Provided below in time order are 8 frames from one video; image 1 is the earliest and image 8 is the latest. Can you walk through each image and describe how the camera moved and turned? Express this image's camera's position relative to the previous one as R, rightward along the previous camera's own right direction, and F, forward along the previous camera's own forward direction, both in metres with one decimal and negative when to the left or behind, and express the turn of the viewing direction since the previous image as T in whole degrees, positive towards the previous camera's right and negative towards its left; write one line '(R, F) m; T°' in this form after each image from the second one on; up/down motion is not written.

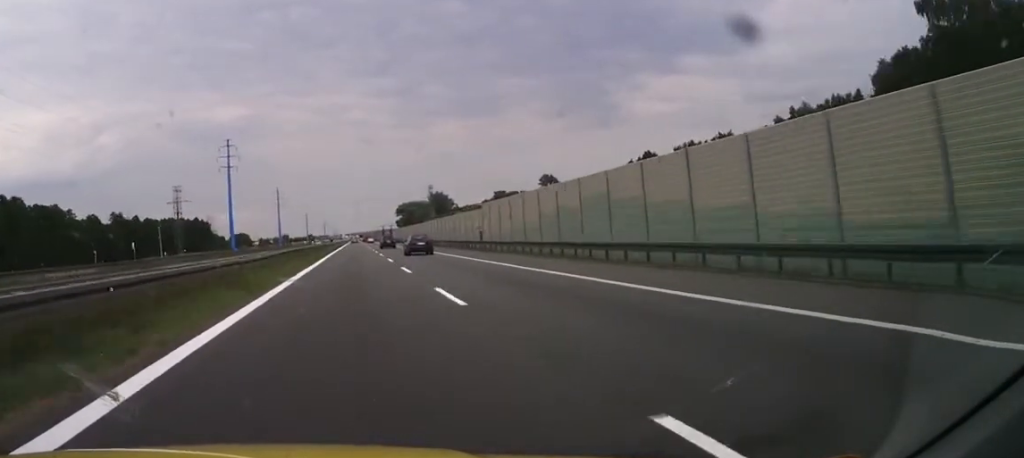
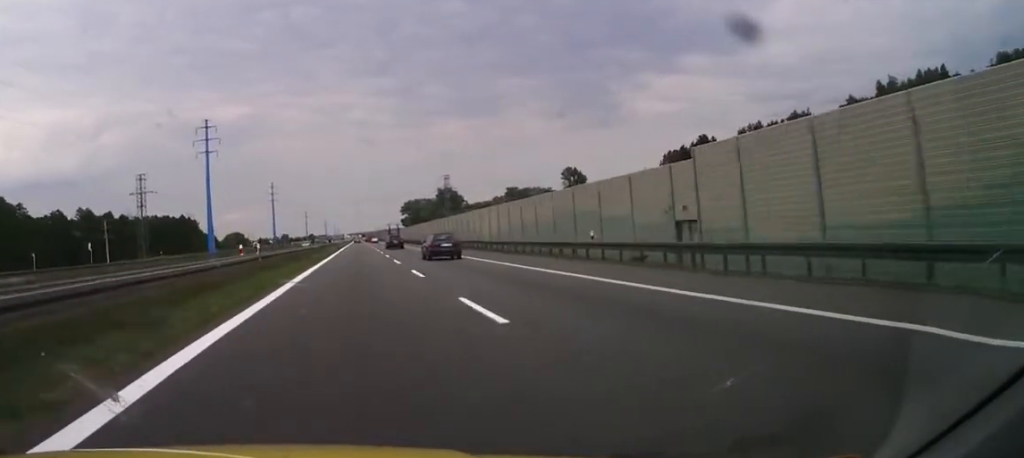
(0.0, +38.1) m; 0°
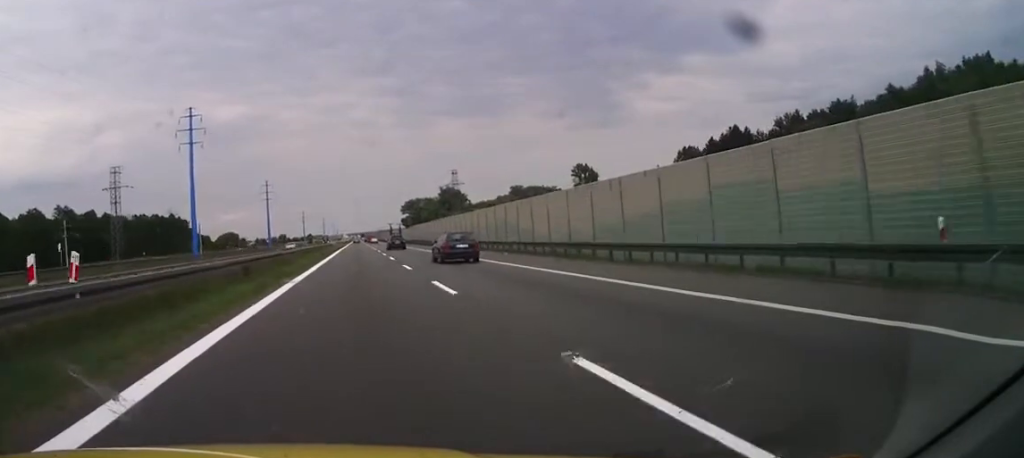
(+0.1, +18.5) m; 0°
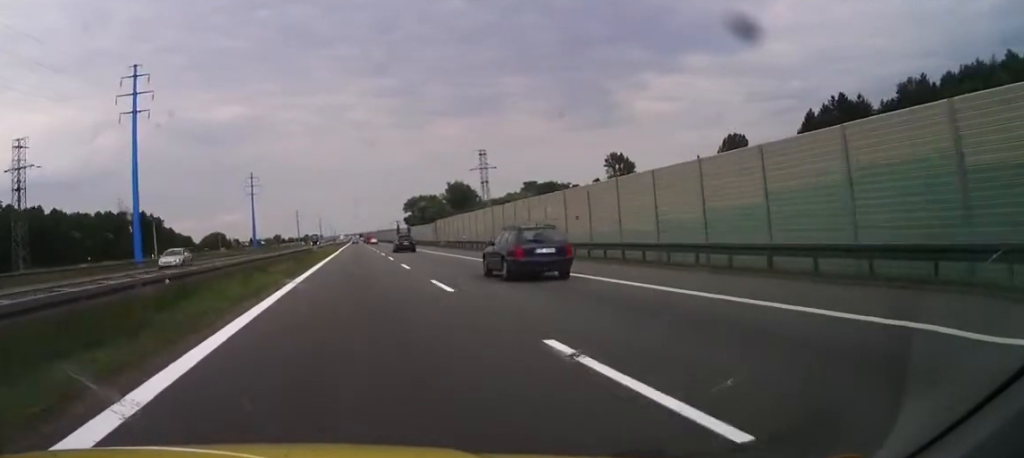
(-0.6, +46.5) m; 0°
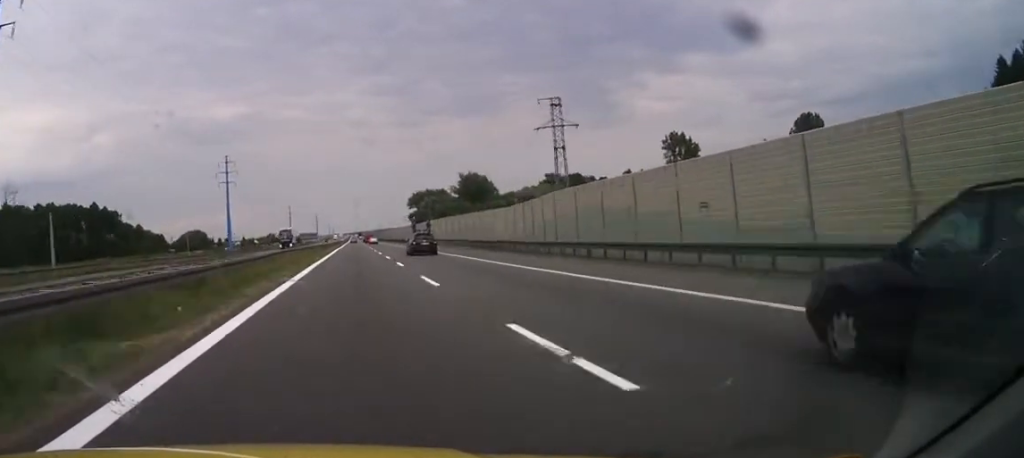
(+0.8, +57.5) m; +1°
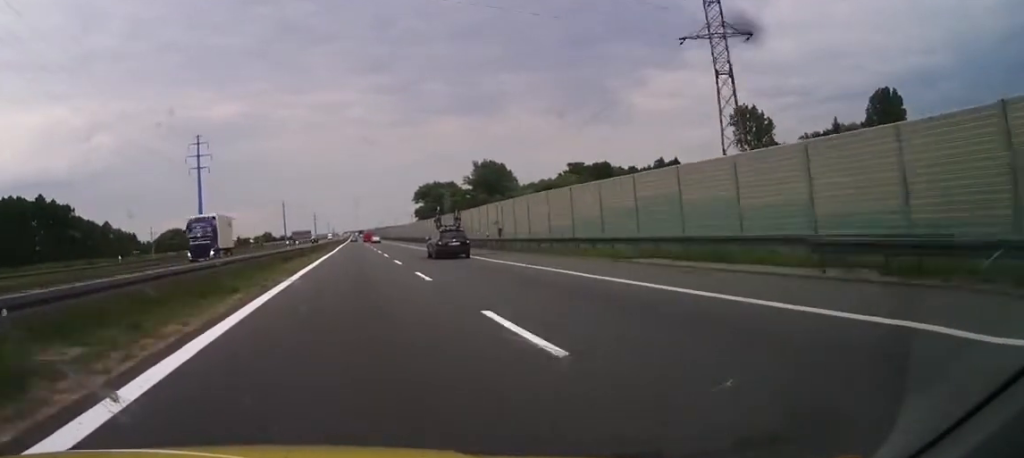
(0.0, +45.8) m; 0°
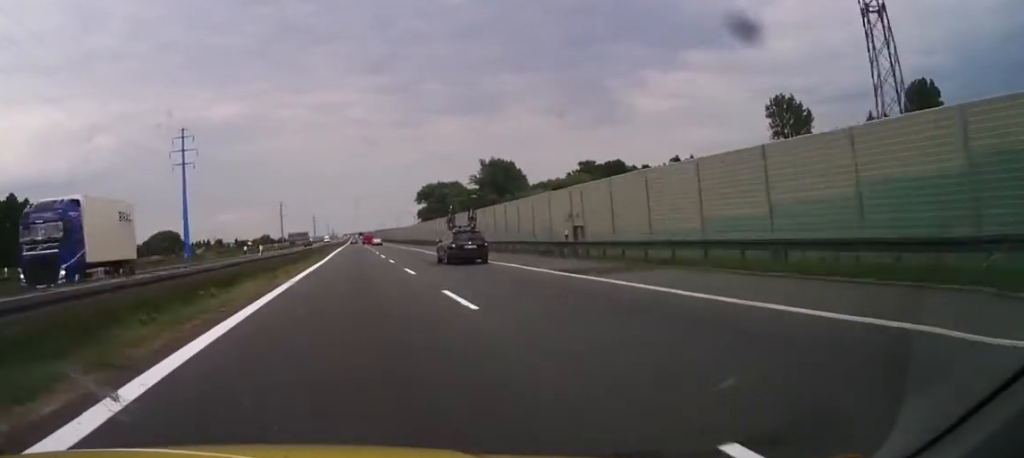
(+0.1, +18.9) m; 0°
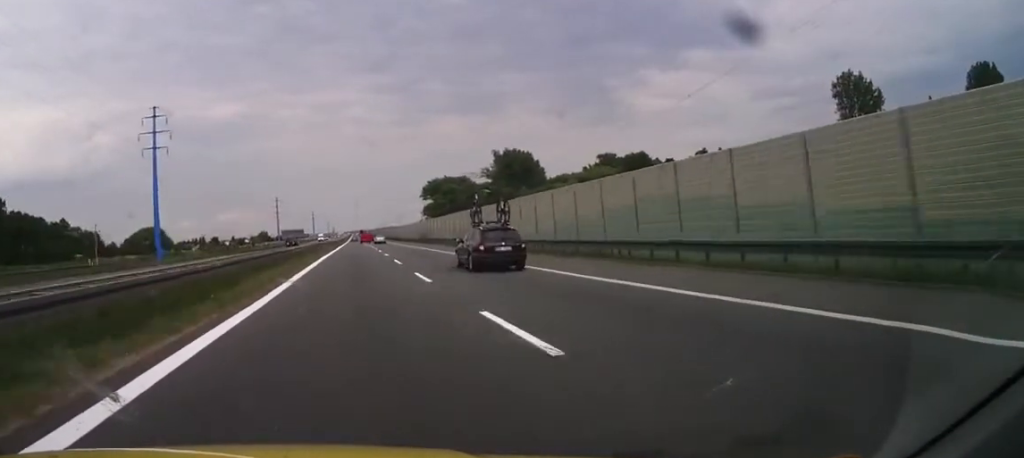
(-0.4, +28.4) m; 0°
